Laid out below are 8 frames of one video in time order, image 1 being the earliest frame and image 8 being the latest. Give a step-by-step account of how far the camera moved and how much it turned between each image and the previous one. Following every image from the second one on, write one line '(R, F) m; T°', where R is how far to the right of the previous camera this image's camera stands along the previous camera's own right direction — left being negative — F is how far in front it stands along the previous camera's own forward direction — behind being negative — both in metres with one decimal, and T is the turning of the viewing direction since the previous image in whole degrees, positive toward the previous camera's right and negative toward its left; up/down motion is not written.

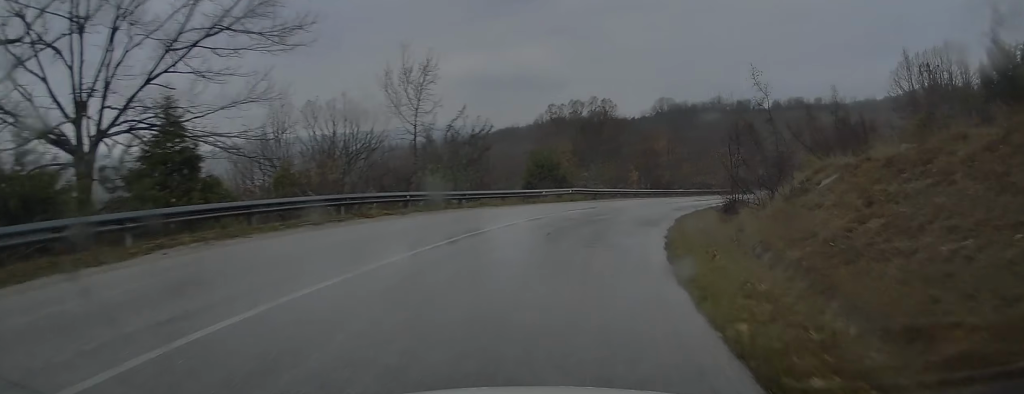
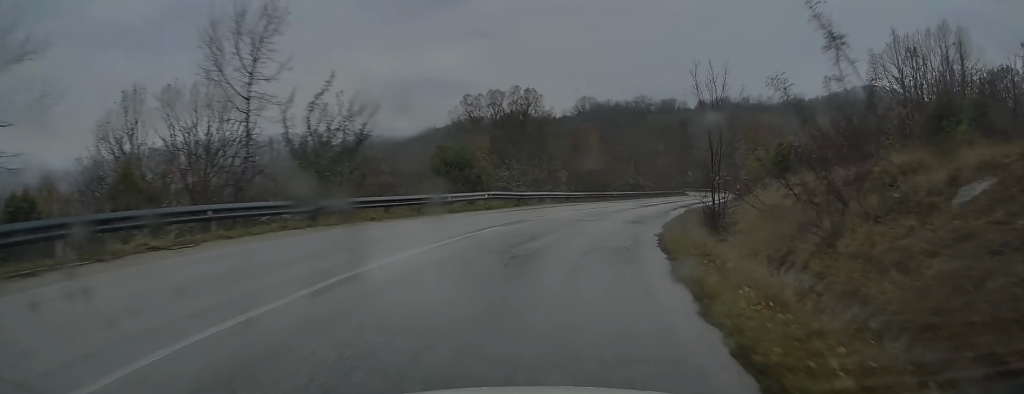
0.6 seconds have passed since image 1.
(+0.6, +8.5) m; +7°
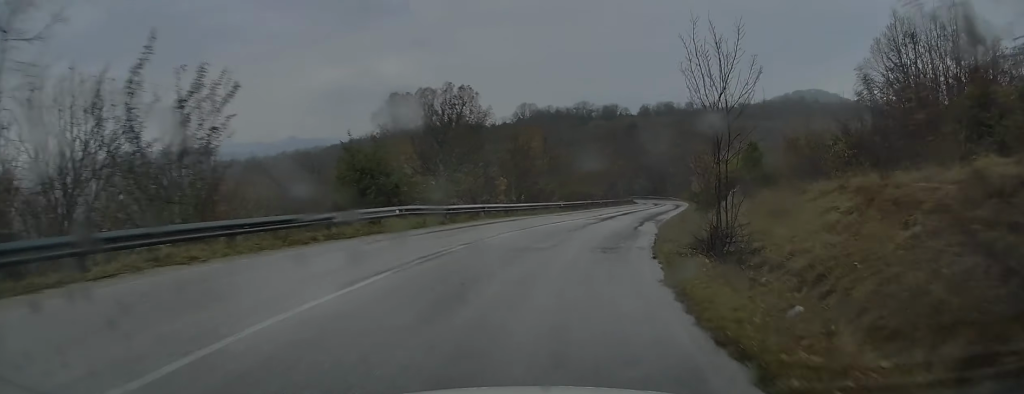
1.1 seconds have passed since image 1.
(+0.3, +6.9) m; +4°
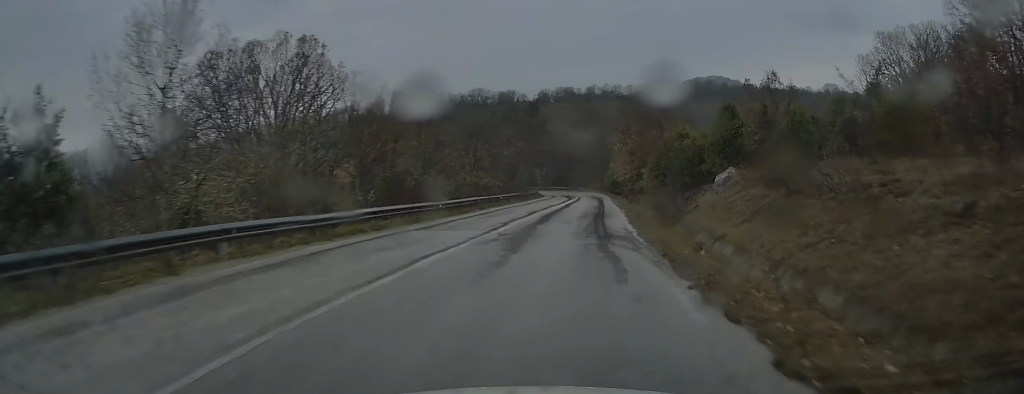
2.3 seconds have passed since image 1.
(+1.1, +15.8) m; +10°
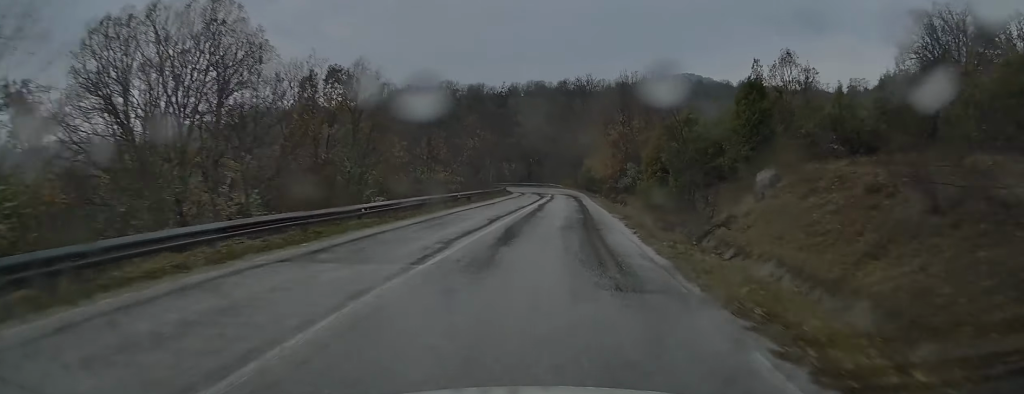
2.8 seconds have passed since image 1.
(+0.5, +7.6) m; +4°
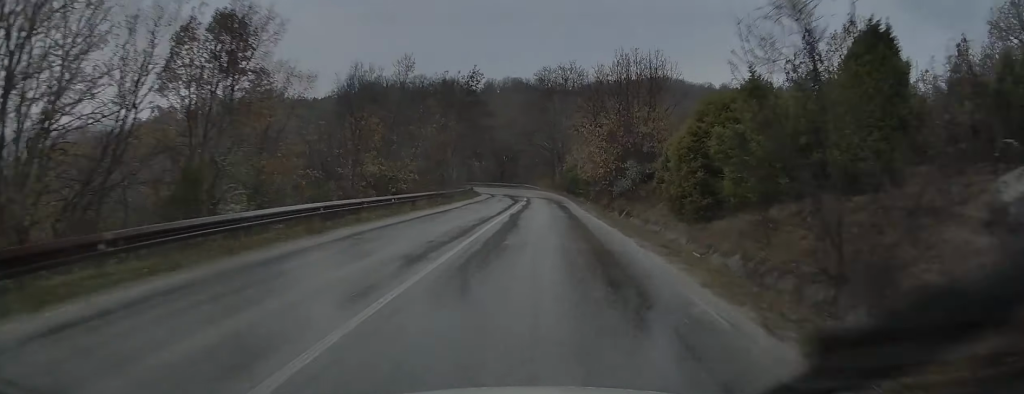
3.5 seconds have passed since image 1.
(+0.6, +10.6) m; +5°
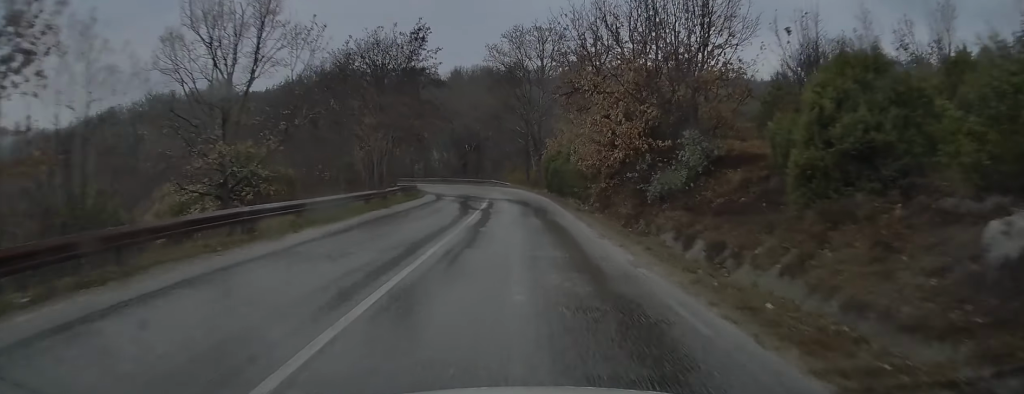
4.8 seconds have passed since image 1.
(+0.8, +18.4) m; +4°
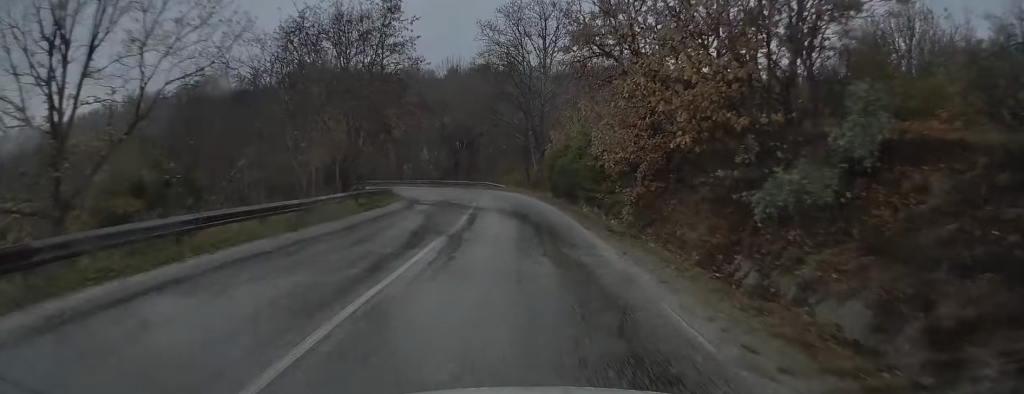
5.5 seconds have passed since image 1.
(+0.2, +10.1) m; +1°
